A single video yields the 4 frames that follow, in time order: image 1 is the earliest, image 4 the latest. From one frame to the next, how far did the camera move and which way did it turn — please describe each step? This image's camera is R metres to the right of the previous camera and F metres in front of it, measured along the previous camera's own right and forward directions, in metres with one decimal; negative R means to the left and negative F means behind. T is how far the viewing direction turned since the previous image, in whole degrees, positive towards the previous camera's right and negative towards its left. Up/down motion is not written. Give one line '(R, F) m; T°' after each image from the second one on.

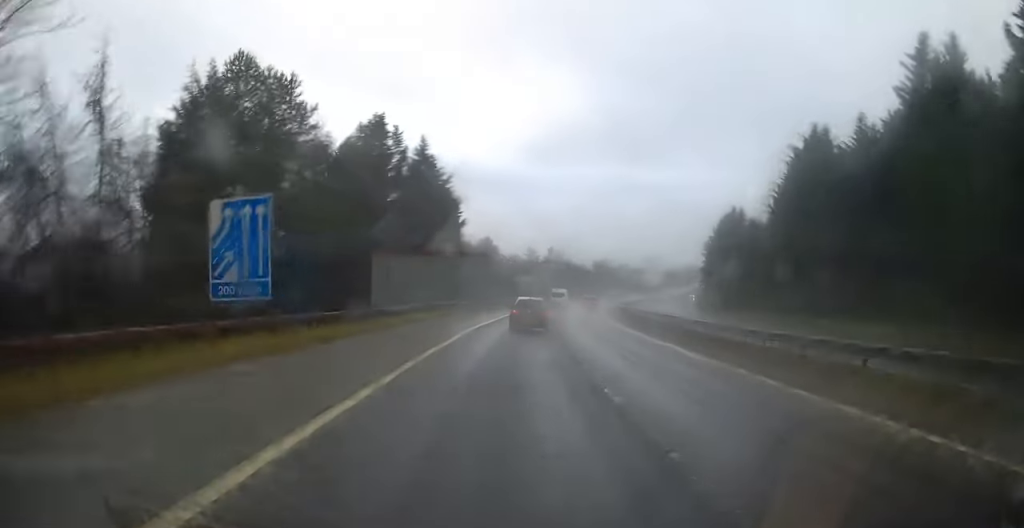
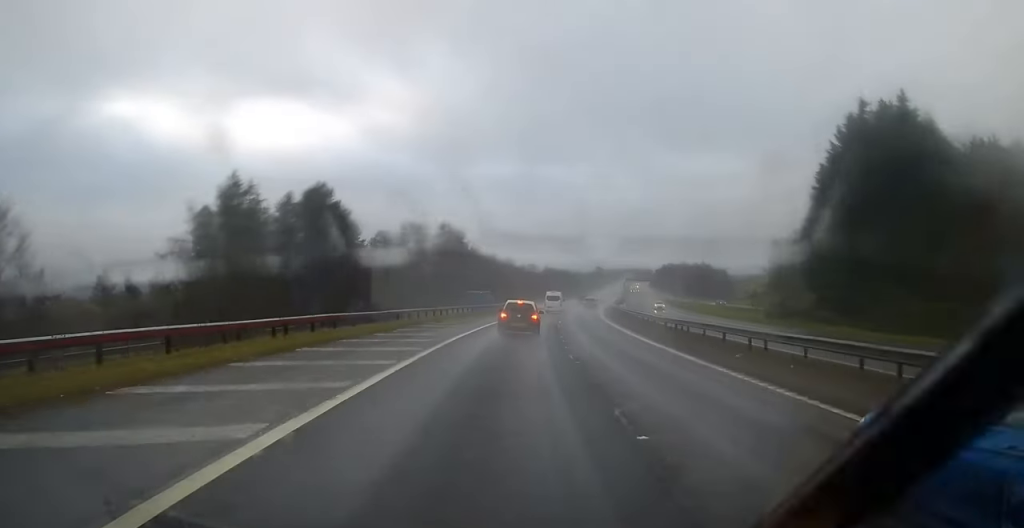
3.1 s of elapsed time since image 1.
(+5.4, +74.3) m; +7°
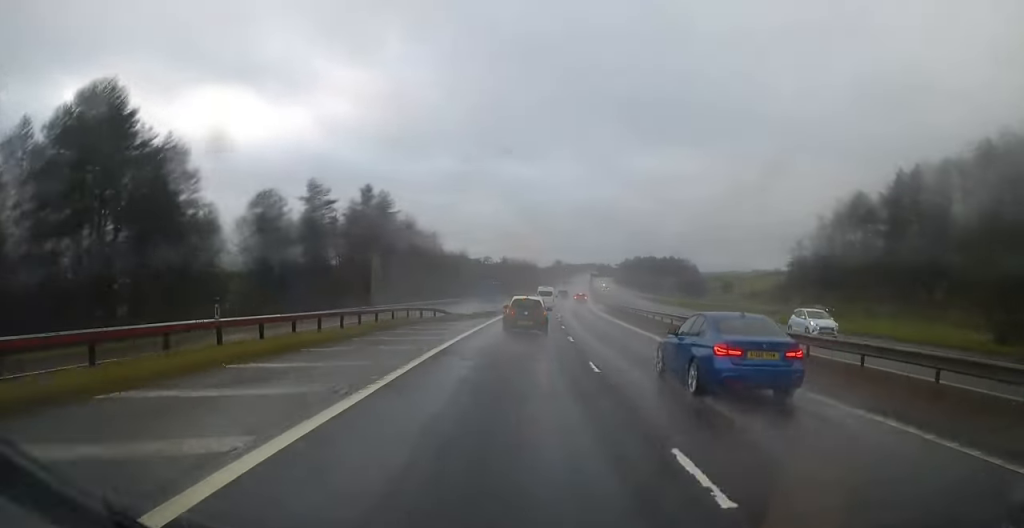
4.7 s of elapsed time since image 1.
(+1.7, +39.1) m; +4°
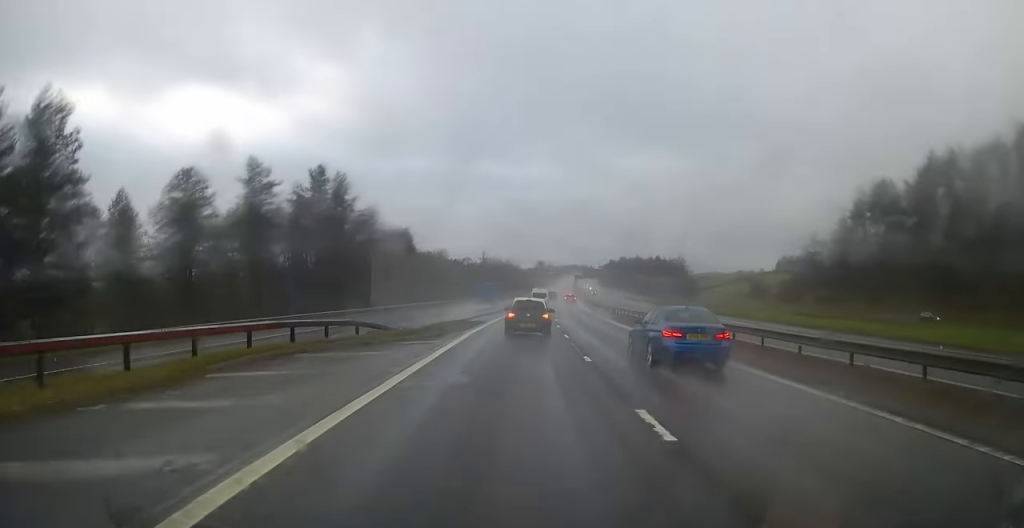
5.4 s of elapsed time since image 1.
(+0.3, +16.3) m; +1°
